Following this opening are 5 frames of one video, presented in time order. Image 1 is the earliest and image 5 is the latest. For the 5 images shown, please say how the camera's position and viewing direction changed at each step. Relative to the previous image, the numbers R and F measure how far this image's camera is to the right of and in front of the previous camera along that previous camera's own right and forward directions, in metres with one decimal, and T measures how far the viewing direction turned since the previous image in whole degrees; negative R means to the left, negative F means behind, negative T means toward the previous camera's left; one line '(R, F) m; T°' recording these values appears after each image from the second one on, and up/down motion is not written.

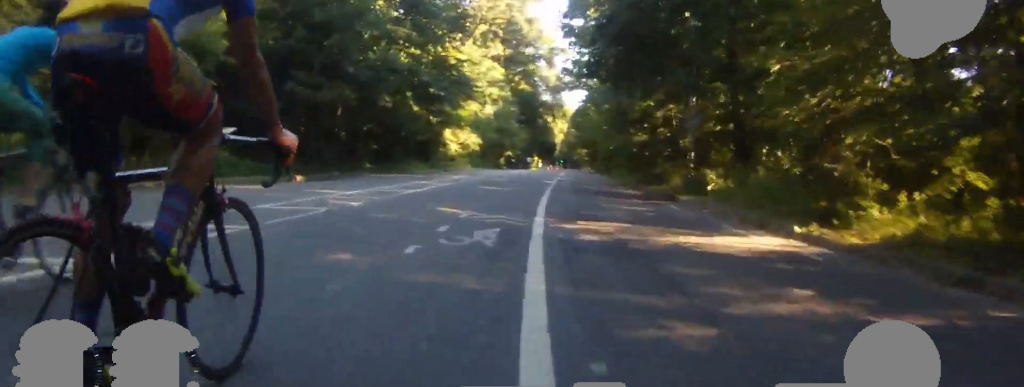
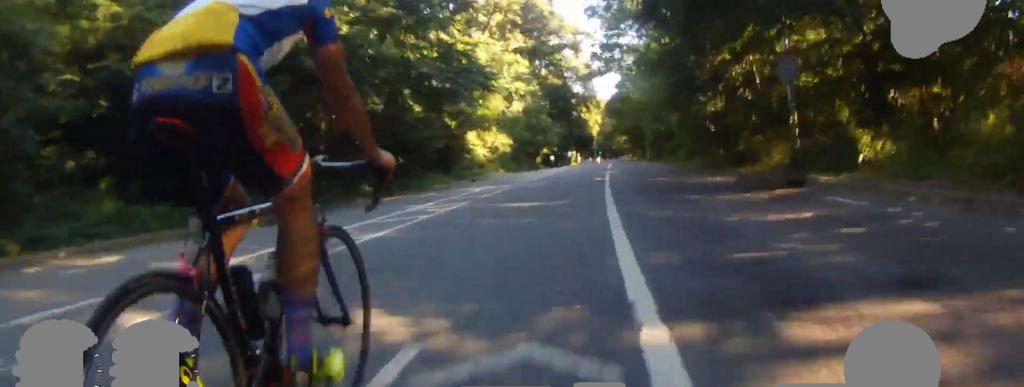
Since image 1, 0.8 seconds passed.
(-0.2, +7.1) m; -2°
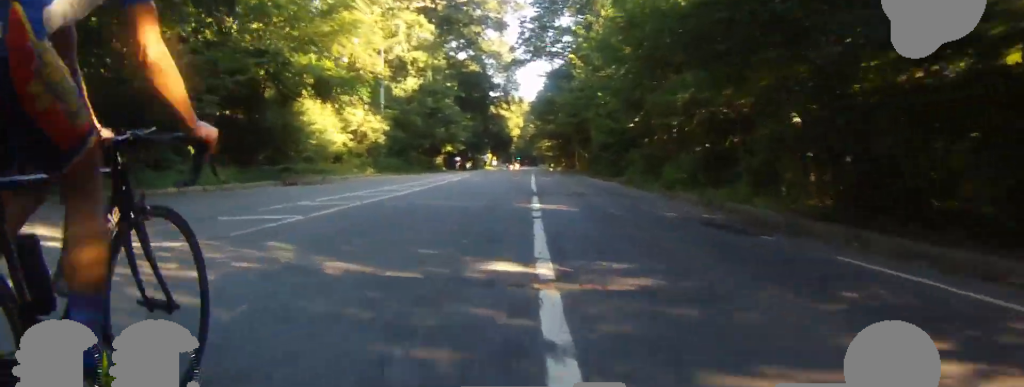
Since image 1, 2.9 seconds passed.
(0.0, +17.1) m; 0°
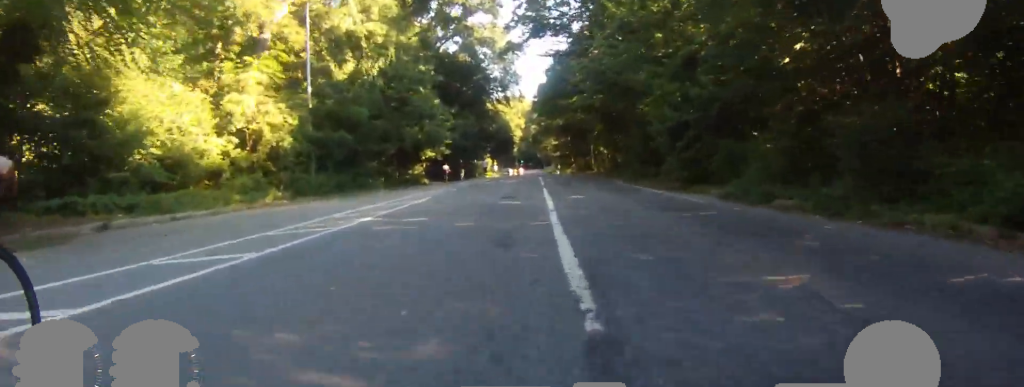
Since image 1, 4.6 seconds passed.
(0.0, +13.3) m; 0°
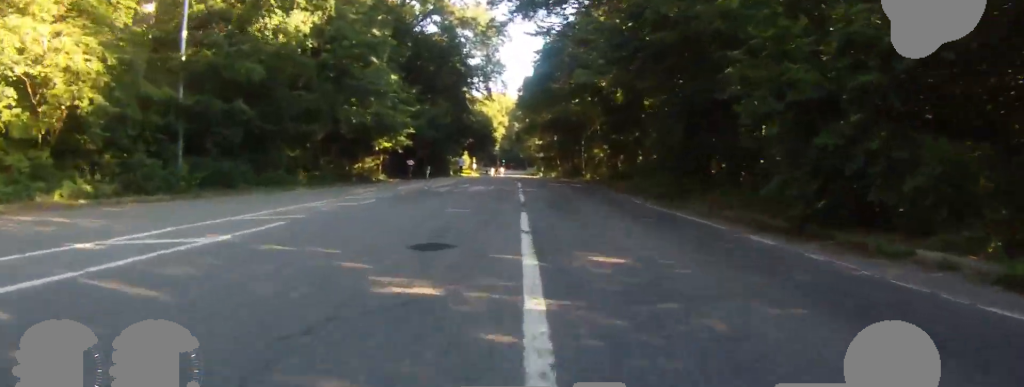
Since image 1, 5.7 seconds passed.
(0.0, +8.5) m; 0°
